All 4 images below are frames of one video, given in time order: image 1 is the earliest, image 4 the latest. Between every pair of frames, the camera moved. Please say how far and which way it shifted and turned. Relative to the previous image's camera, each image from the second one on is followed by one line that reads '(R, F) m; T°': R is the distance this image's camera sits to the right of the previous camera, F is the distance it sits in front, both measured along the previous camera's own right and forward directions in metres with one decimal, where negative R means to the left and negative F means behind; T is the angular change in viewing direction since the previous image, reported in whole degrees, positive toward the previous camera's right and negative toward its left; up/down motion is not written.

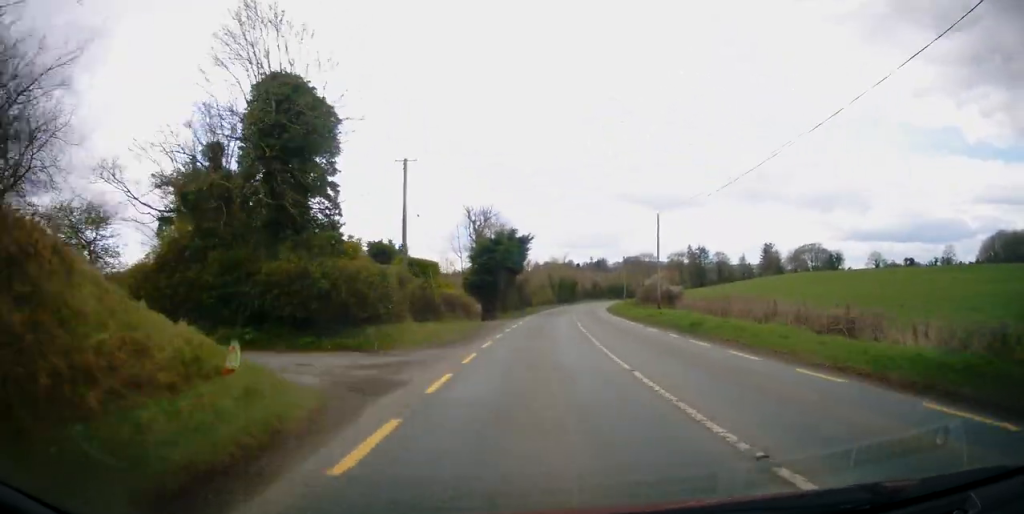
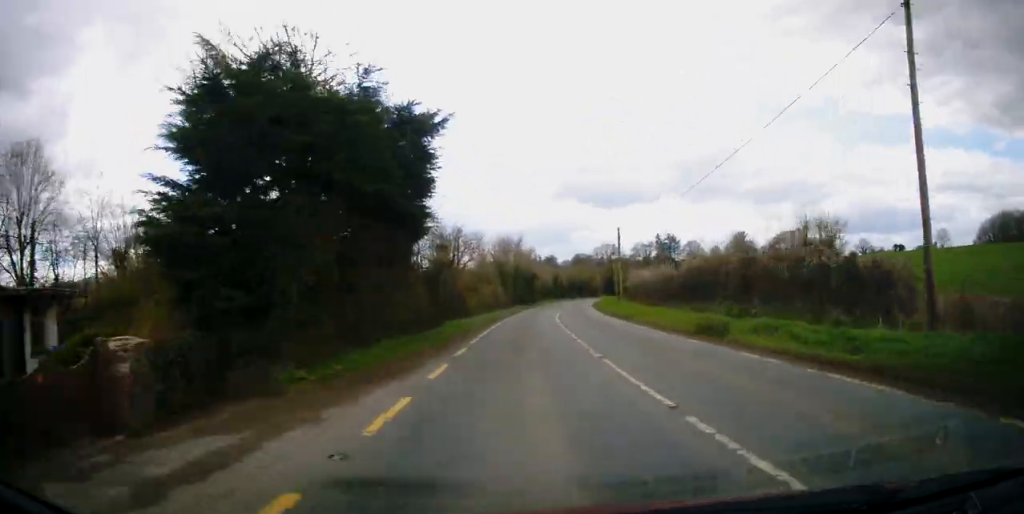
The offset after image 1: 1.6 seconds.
(+1.8, +34.1) m; +6°
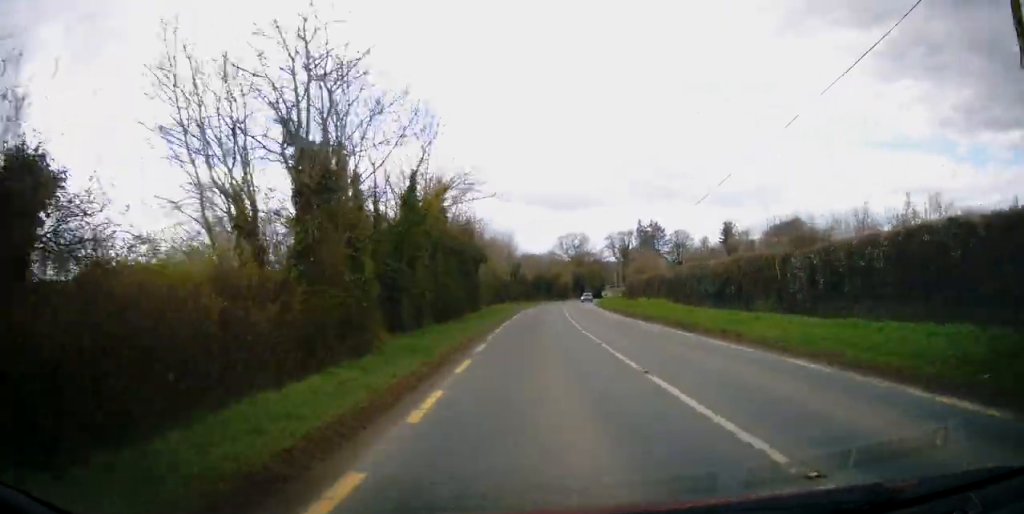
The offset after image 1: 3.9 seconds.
(-0.8, +50.2) m; -1°
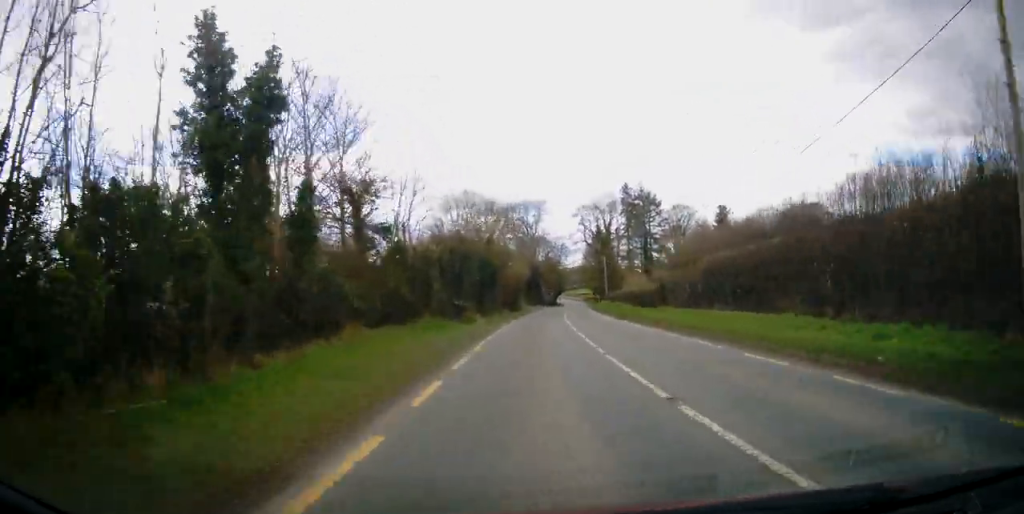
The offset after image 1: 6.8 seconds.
(+11.3, +60.7) m; +12°
